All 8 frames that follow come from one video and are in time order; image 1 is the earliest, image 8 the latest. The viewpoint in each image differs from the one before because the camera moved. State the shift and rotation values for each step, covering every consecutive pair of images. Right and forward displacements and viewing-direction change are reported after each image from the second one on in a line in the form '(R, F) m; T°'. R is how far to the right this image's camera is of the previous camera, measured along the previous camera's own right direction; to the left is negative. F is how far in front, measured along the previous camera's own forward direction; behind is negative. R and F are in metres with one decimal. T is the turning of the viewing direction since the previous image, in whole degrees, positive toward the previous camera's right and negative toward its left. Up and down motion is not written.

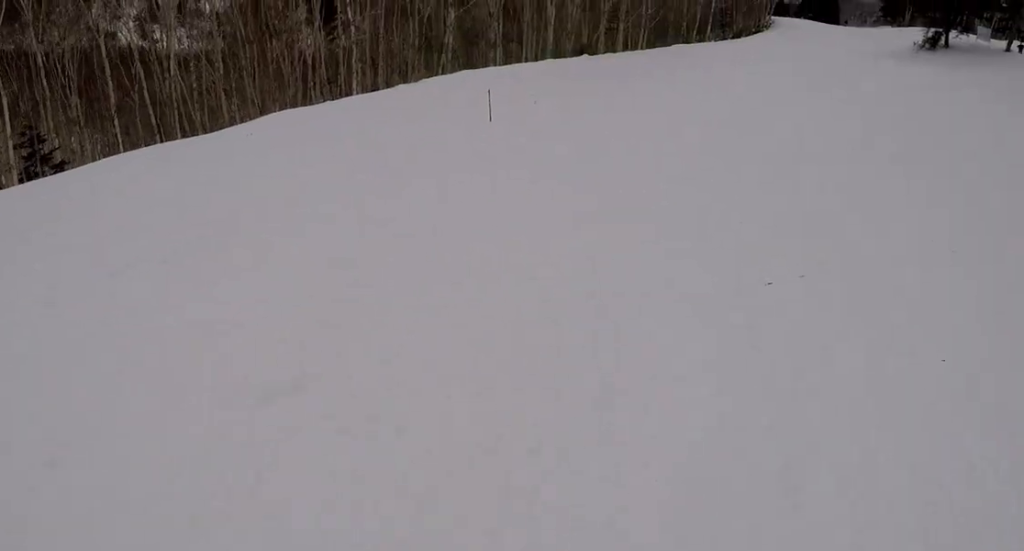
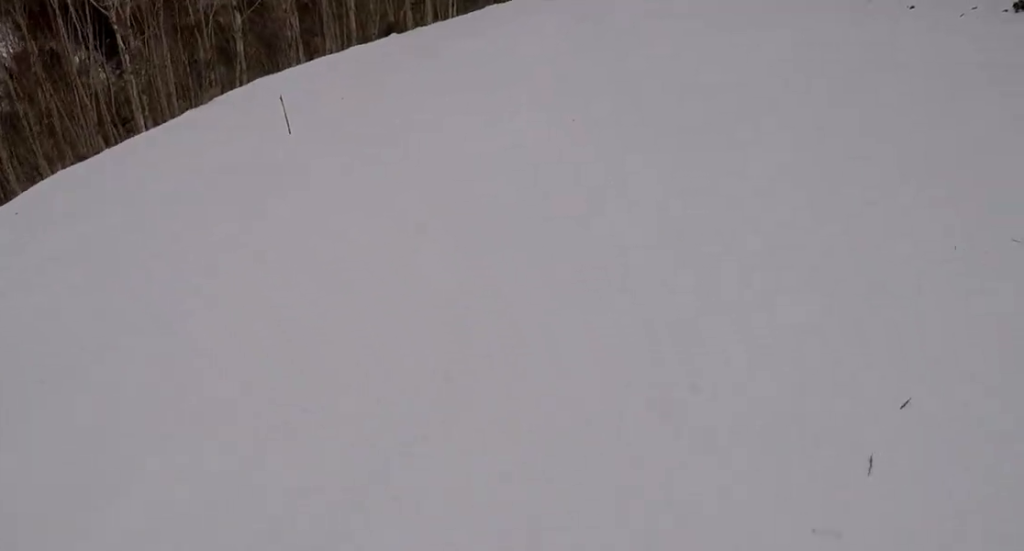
(+0.3, +3.8) m; +6°
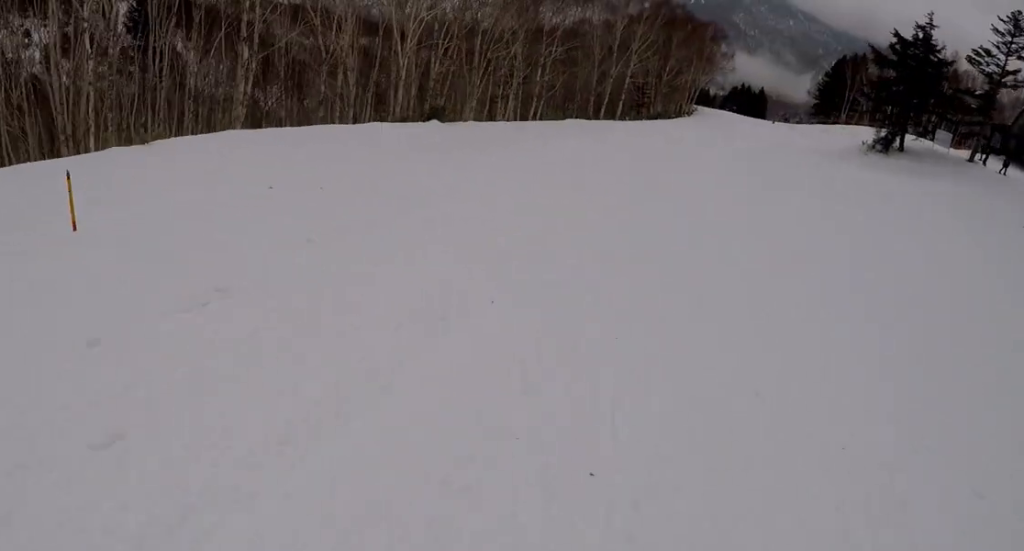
(+1.2, +10.2) m; -6°
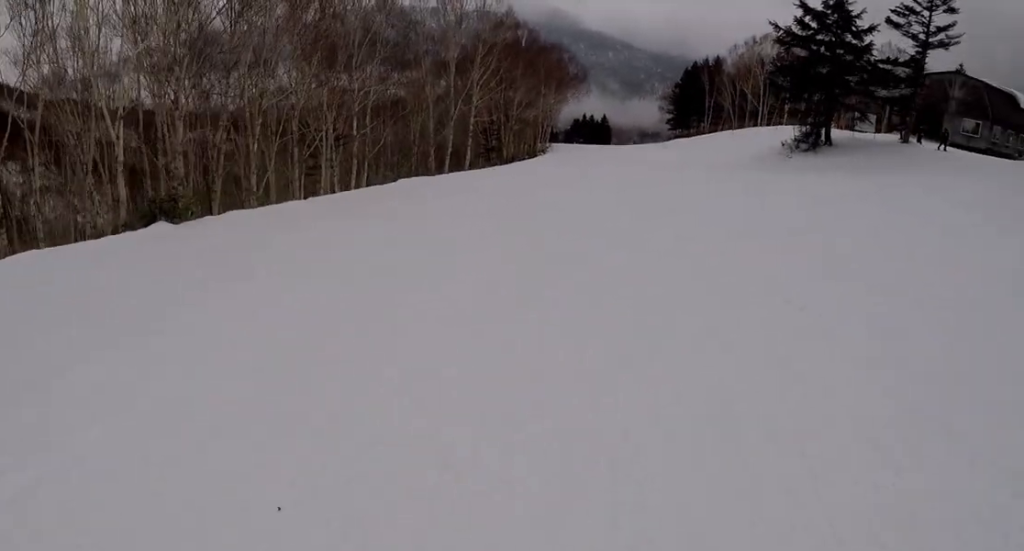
(-2.9, +14.8) m; -4°
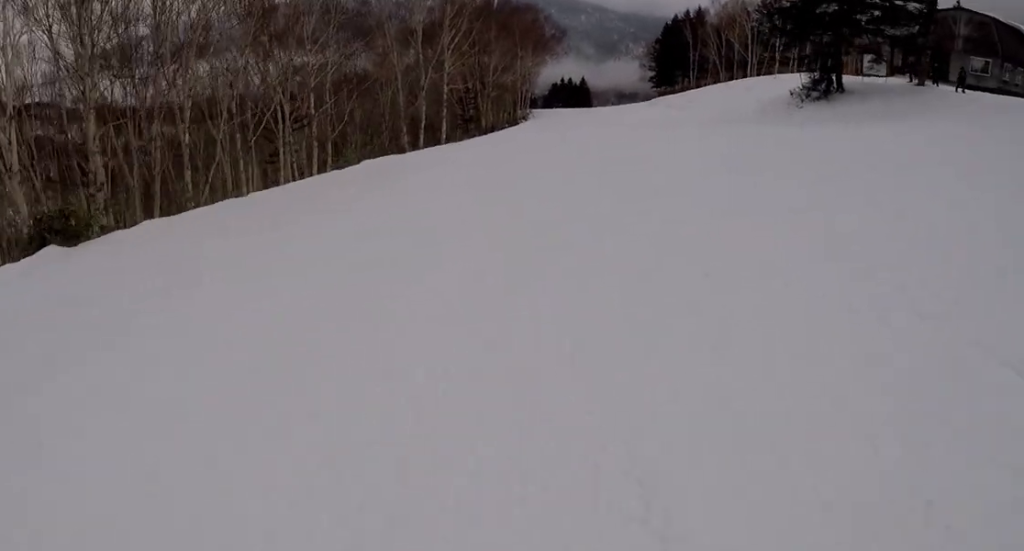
(+0.3, +4.1) m; +4°
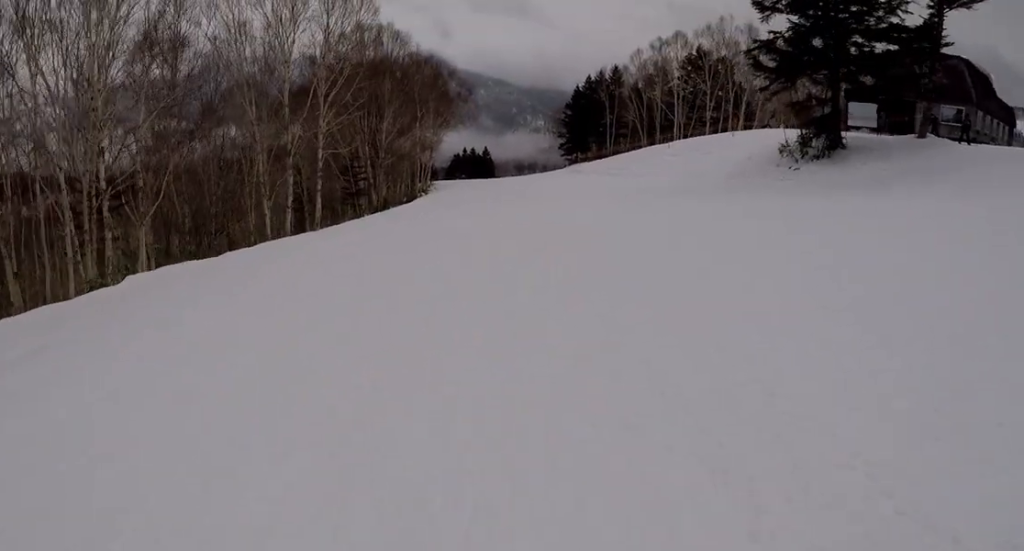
(+1.1, +11.5) m; +5°
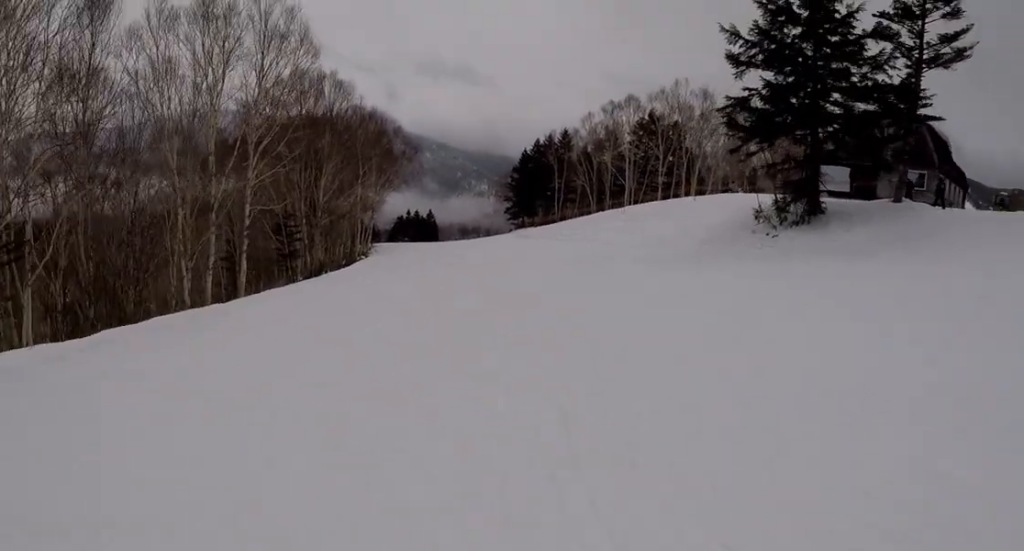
(-0.1, +3.5) m; 0°
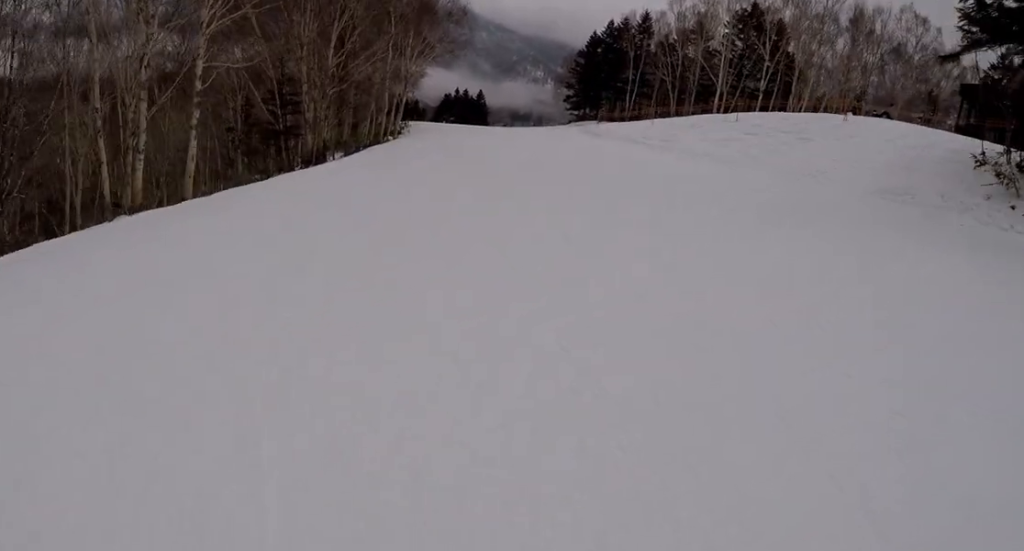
(+0.3, +10.4) m; +1°
